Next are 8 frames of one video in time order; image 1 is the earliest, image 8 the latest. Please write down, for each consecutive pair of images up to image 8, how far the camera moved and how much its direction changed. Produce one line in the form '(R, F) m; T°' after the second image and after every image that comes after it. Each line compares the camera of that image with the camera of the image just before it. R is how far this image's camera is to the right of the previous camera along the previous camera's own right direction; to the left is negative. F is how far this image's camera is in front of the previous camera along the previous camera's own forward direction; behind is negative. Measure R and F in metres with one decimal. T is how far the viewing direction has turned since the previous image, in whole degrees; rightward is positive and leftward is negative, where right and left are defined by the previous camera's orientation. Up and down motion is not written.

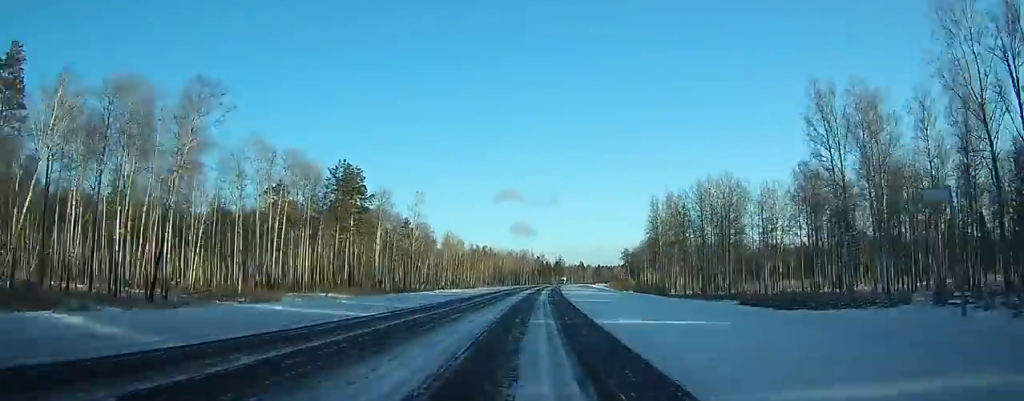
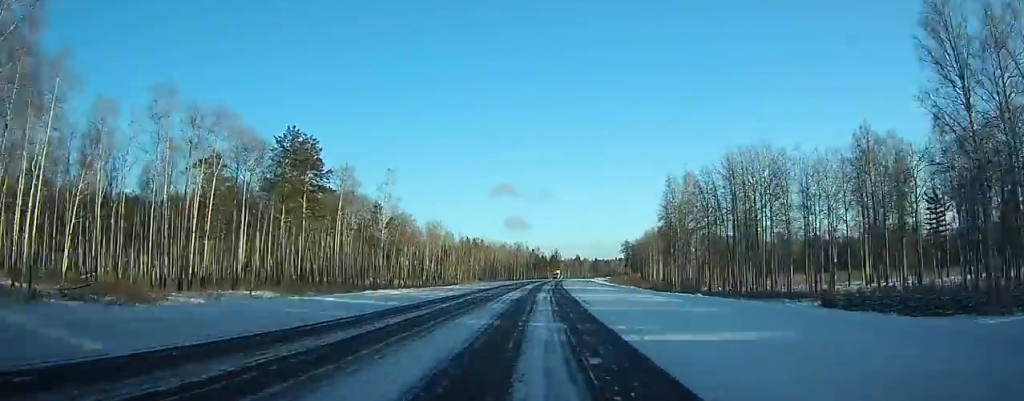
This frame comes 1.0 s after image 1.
(+0.2, +23.1) m; 0°
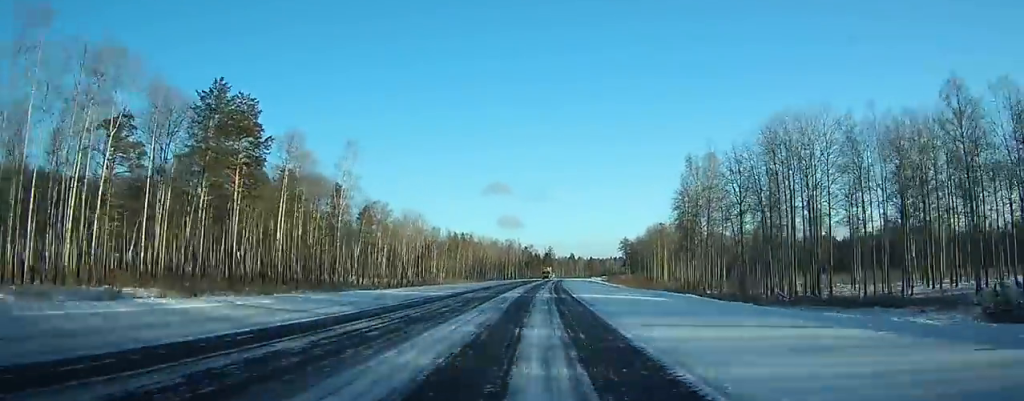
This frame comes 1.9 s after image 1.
(0.0, +21.6) m; 0°
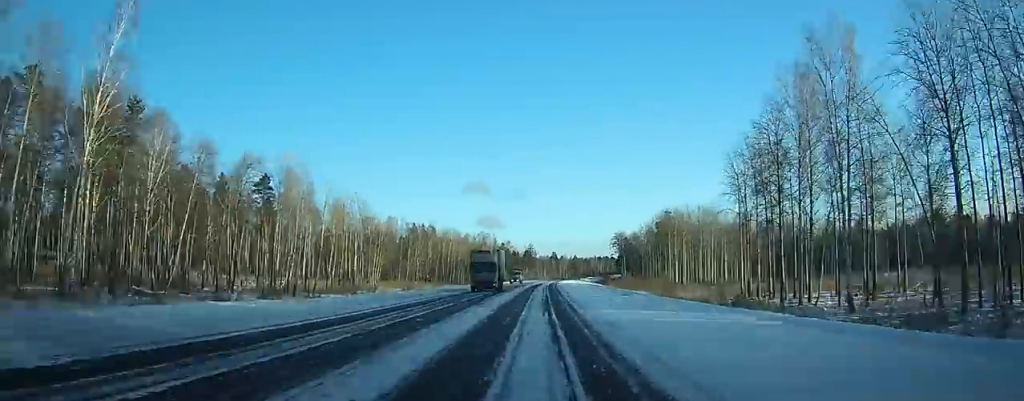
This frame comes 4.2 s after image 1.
(+0.5, +52.7) m; +1°
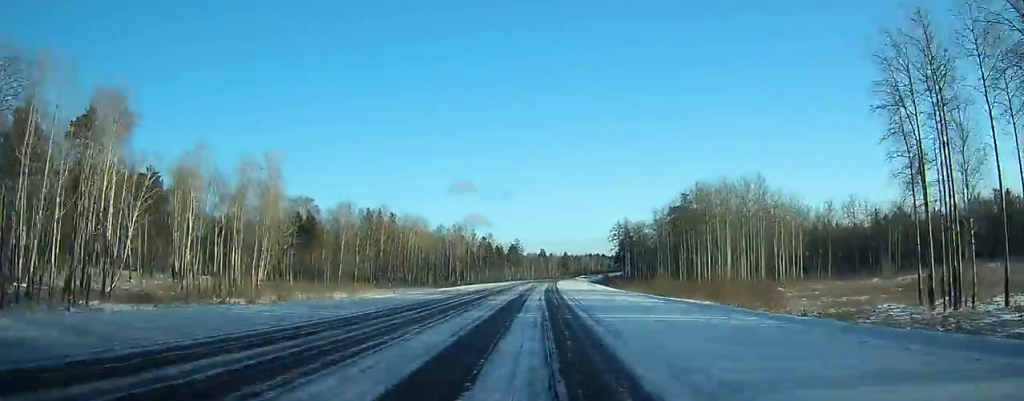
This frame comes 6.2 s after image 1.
(+0.5, +46.8) m; +1°
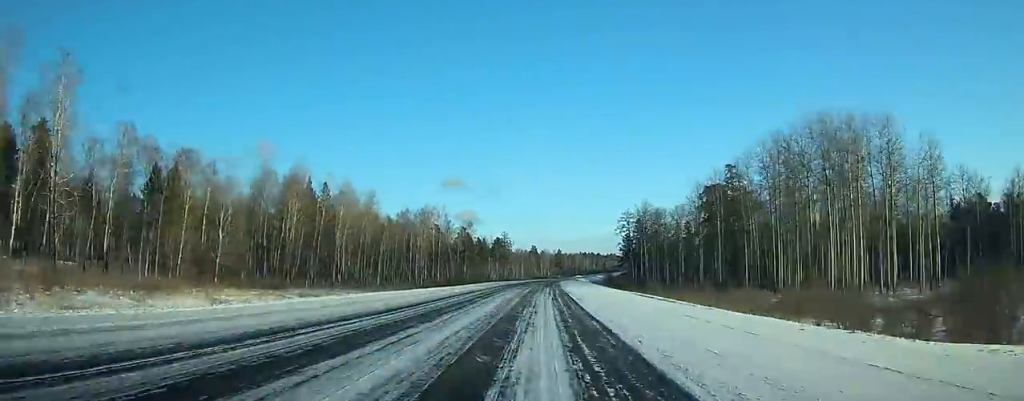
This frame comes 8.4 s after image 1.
(+0.4, +51.8) m; +1°
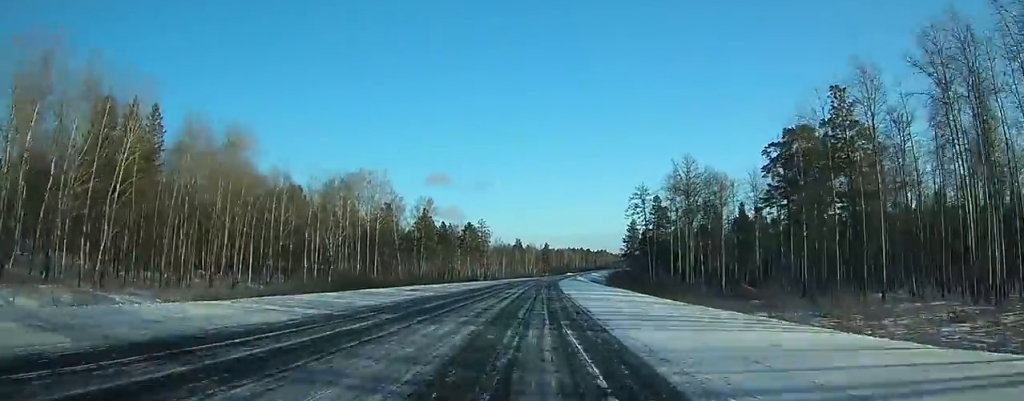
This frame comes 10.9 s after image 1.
(+0.8, +58.5) m; +1°
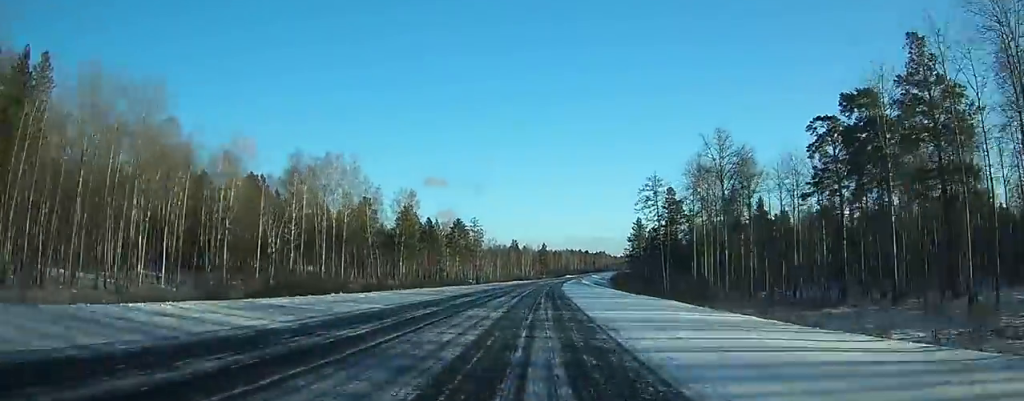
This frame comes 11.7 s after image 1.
(0.0, +20.7) m; 0°
